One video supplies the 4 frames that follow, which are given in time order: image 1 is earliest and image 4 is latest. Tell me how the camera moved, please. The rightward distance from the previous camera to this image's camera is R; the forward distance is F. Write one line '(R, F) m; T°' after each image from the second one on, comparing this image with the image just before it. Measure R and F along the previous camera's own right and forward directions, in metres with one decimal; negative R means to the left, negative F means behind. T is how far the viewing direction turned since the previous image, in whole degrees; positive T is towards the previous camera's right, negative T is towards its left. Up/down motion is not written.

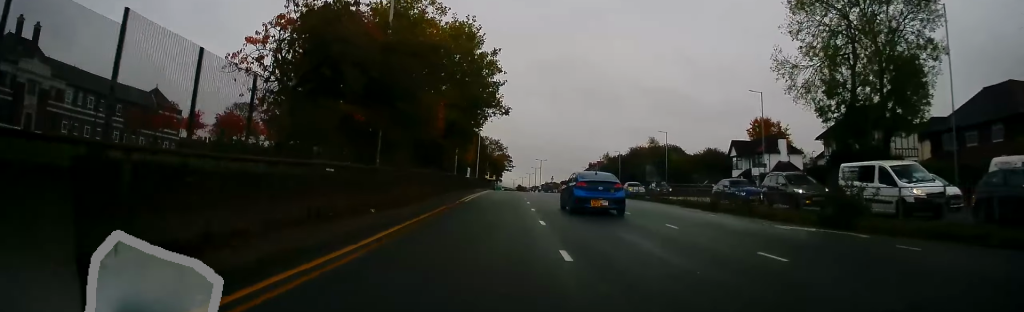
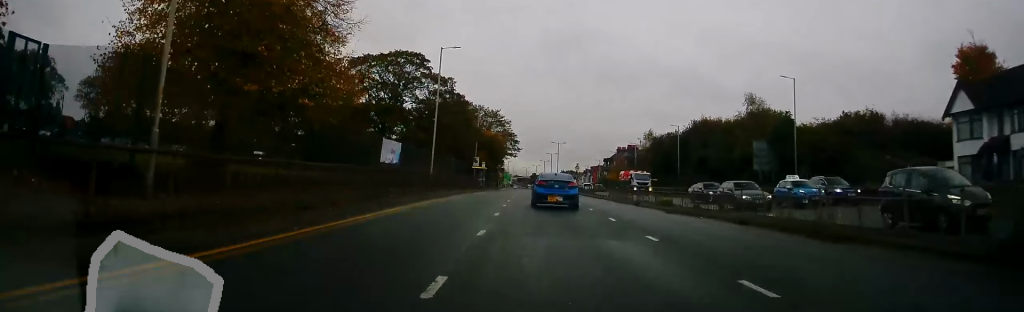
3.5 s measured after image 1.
(-0.6, +45.1) m; -2°
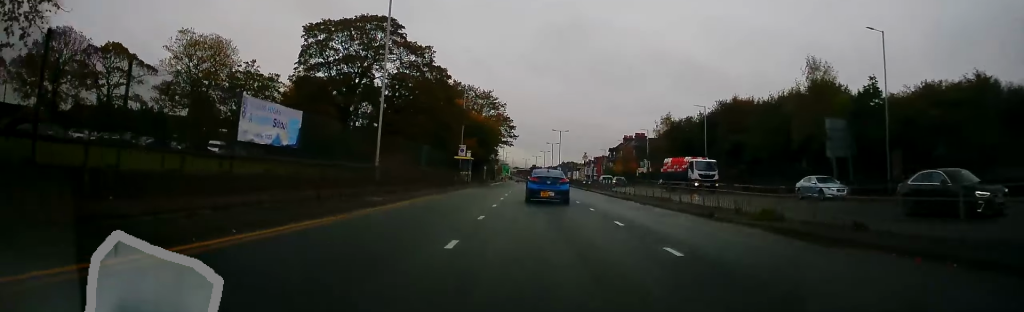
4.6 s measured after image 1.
(+0.2, +14.6) m; +2°
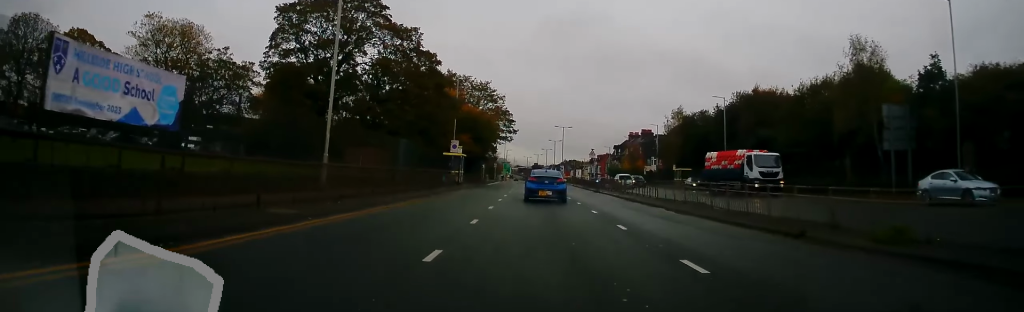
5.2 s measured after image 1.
(+0.3, +7.3) m; 0°
